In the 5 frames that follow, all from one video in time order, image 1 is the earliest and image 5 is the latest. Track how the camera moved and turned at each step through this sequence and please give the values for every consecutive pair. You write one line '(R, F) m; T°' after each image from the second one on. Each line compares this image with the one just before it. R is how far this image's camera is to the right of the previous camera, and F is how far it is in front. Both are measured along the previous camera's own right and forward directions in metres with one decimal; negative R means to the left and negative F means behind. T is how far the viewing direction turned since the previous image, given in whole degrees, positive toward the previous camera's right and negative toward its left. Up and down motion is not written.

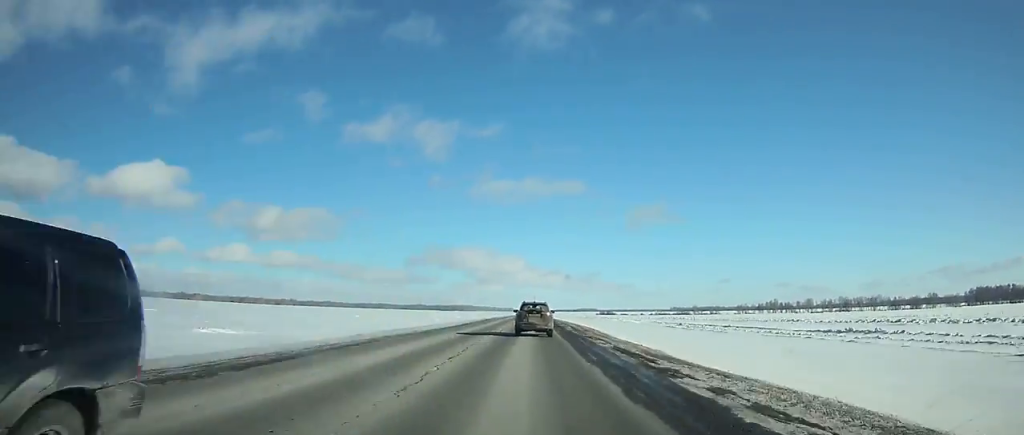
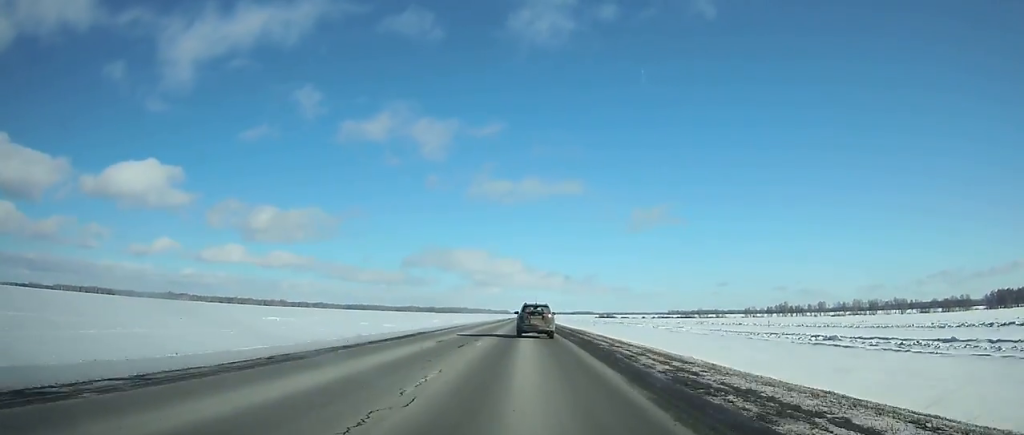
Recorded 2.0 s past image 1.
(0.0, +51.5) m; 0°
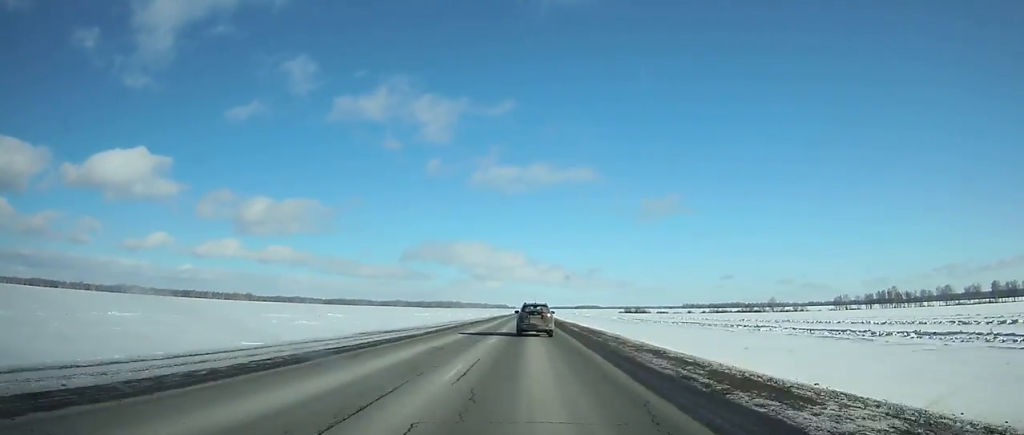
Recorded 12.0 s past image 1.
(-0.5, +263.8) m; 0°
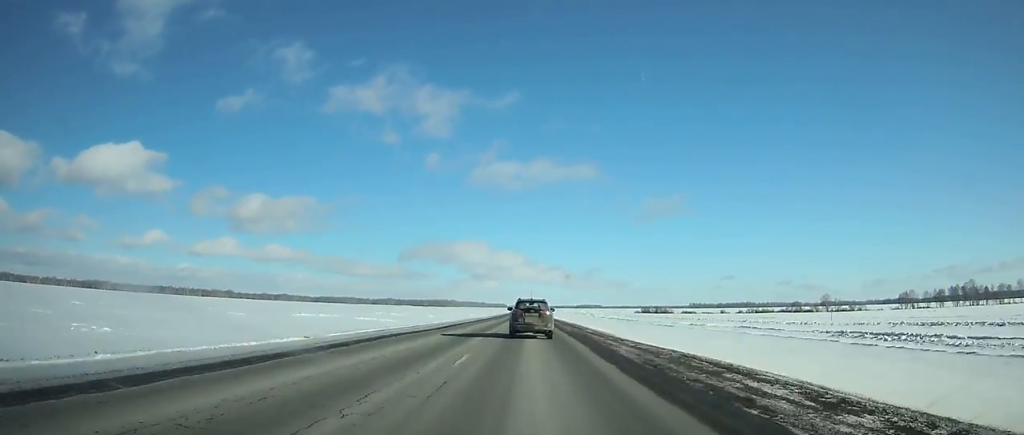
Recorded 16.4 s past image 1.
(+0.2, +118.4) m; 0°
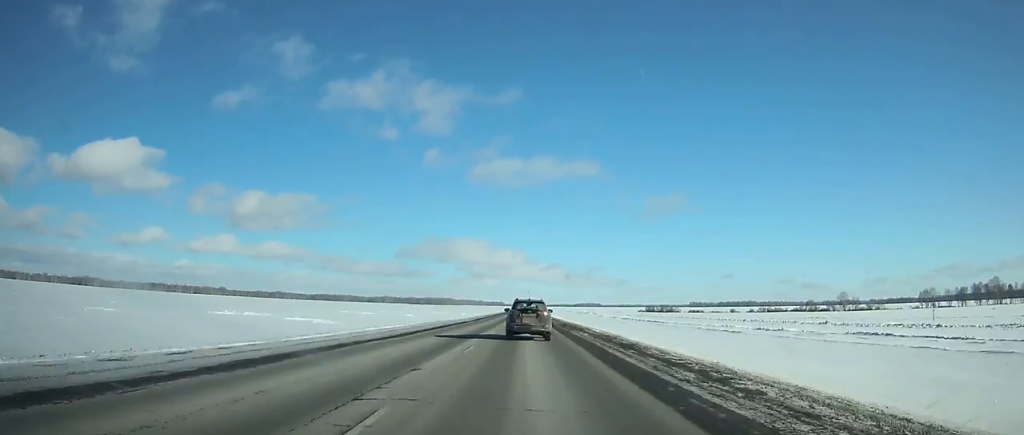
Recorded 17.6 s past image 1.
(+0.1, +32.3) m; 0°
